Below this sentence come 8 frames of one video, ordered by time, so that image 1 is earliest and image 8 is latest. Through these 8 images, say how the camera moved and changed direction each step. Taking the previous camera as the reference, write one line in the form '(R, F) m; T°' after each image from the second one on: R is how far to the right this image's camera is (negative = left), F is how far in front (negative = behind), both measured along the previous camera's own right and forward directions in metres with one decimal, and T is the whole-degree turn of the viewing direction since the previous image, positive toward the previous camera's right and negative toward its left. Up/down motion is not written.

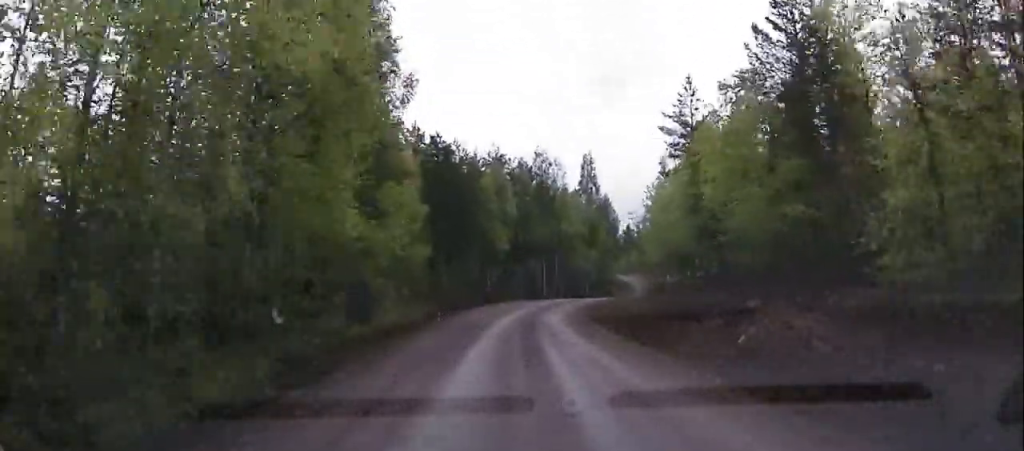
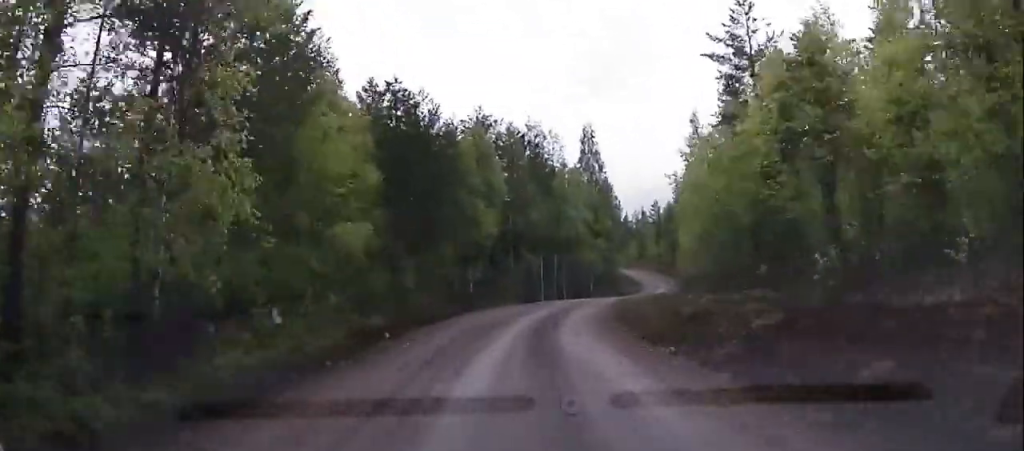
(+0.3, +12.7) m; +3°
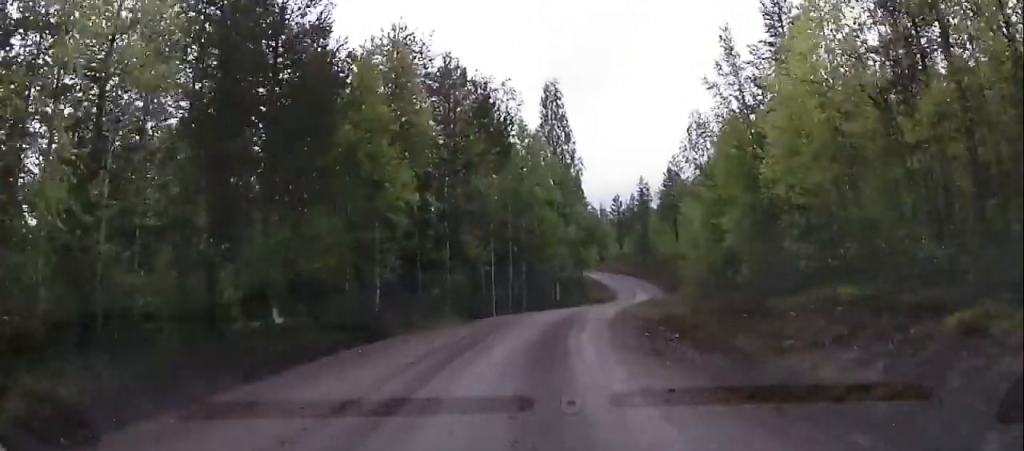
(+0.6, +15.9) m; +5°
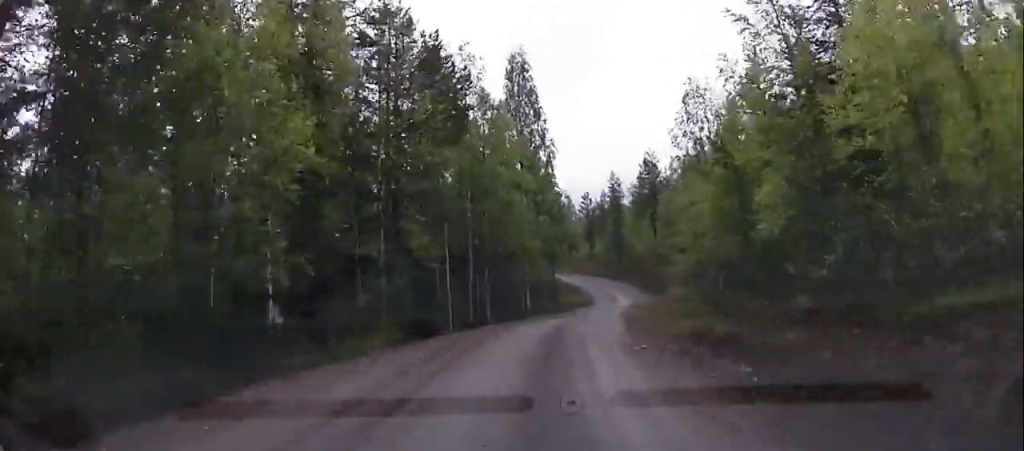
(+0.1, +7.9) m; +3°
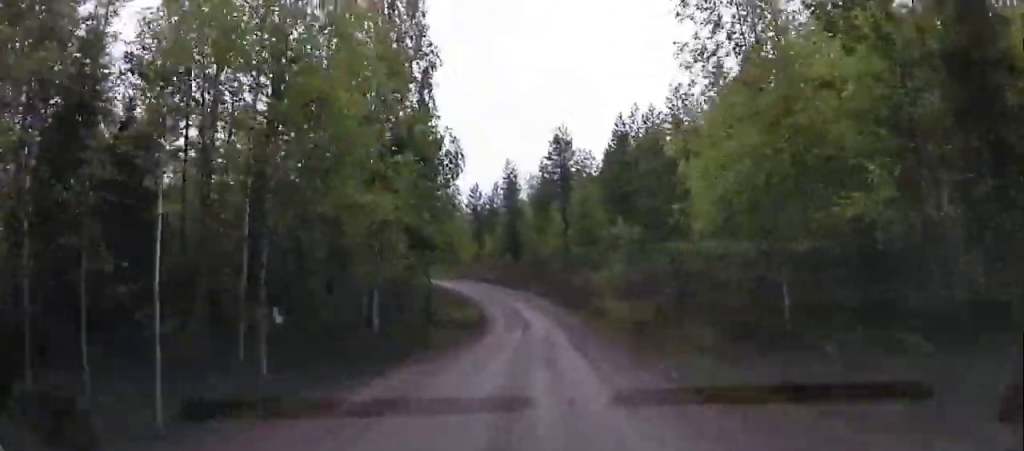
(+1.4, +19.2) m; +7°
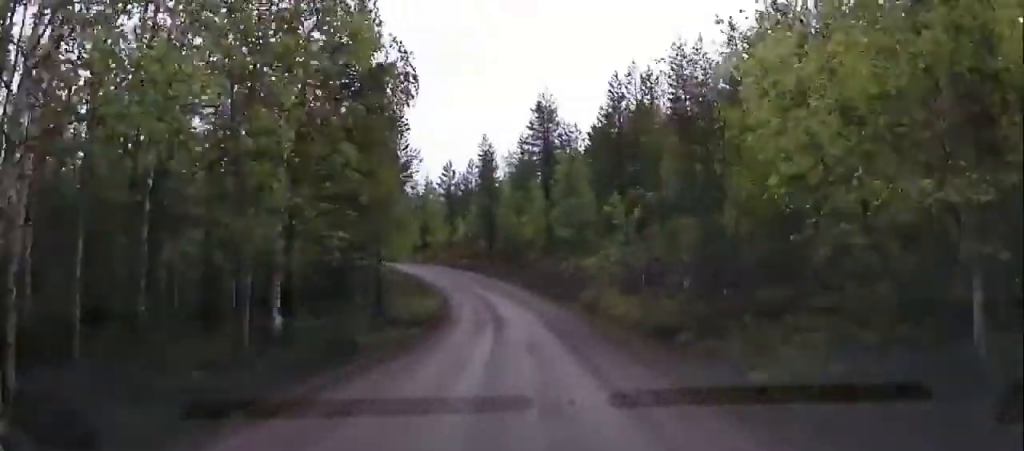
(+0.3, +7.9) m; +2°
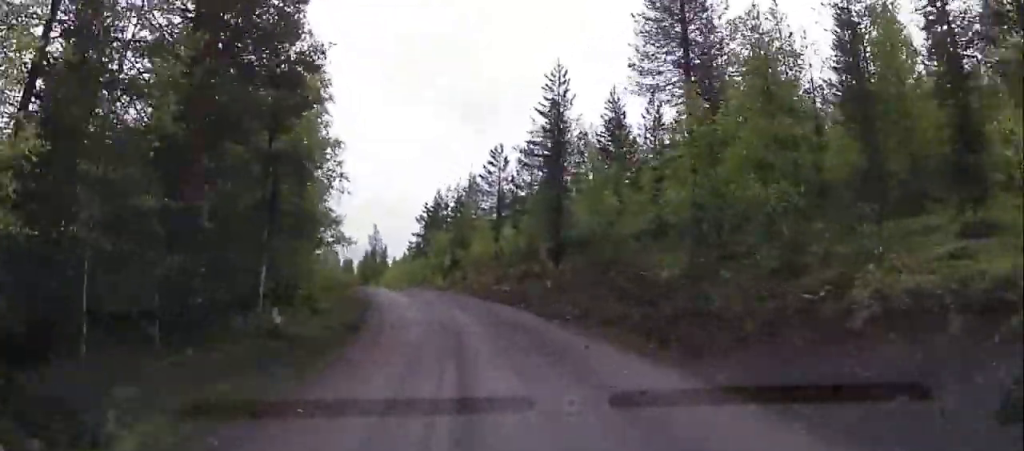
(-3.1, +31.3) m; -11°
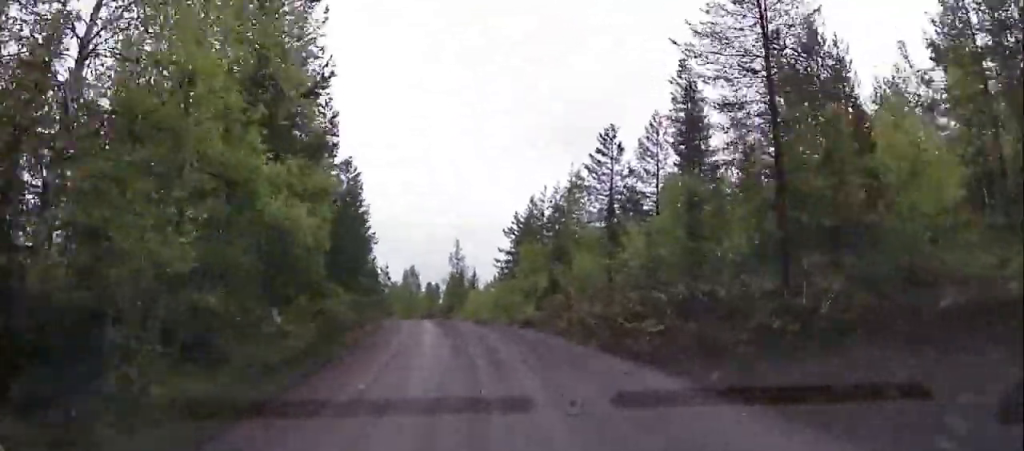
(0.0, +16.1) m; -1°
